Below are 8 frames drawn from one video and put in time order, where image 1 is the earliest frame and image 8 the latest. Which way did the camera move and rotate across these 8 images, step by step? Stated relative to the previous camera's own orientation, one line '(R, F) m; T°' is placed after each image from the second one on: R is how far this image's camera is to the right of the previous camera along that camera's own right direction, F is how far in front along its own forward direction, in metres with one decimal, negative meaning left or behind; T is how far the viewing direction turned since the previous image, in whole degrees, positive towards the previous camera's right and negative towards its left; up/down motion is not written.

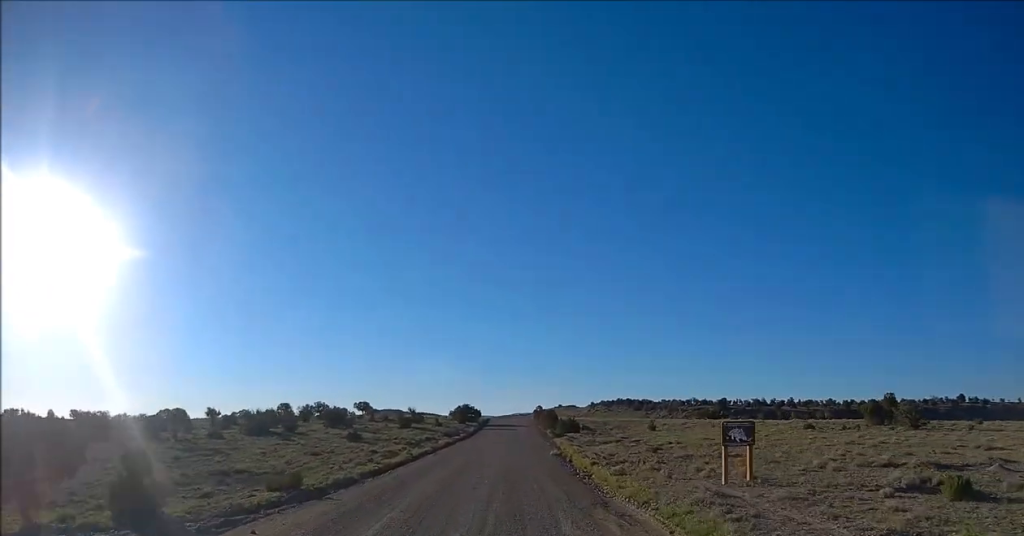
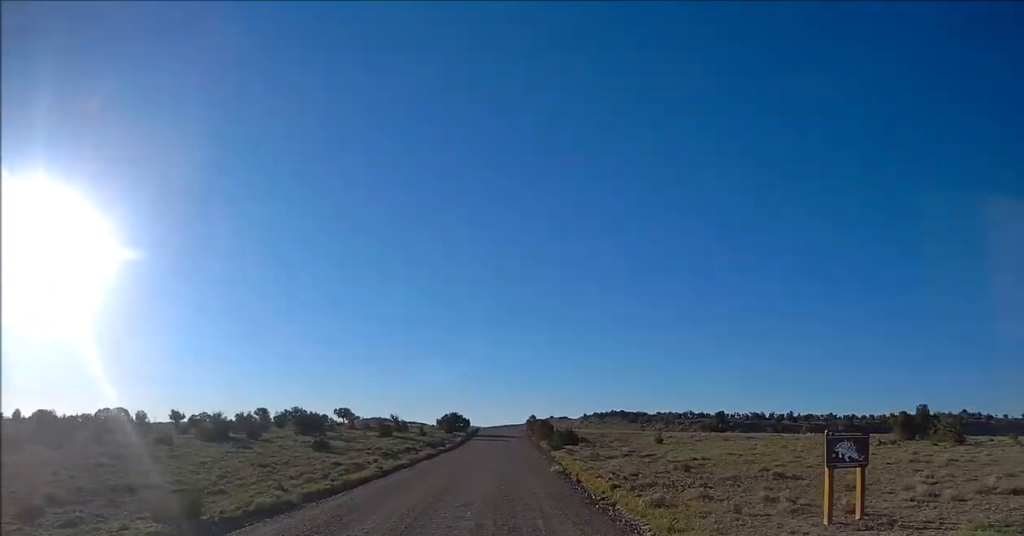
(-0.2, +7.5) m; 0°
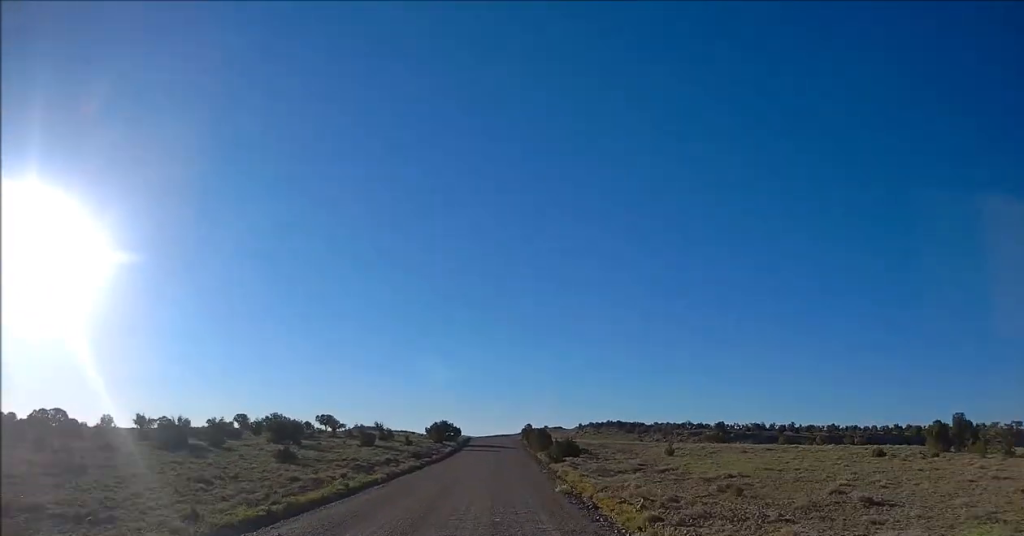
(-0.1, +6.7) m; 0°
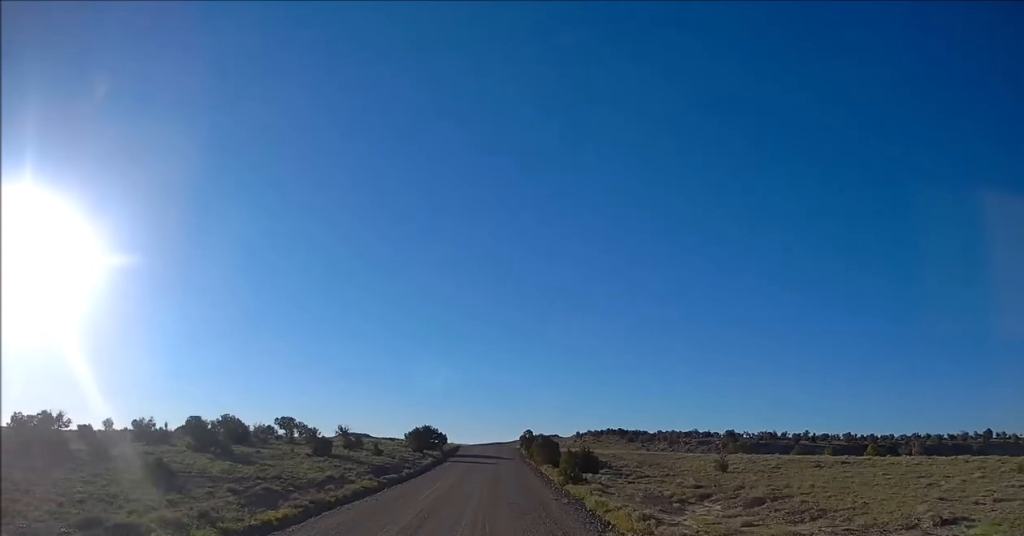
(+0.4, +16.8) m; +2°
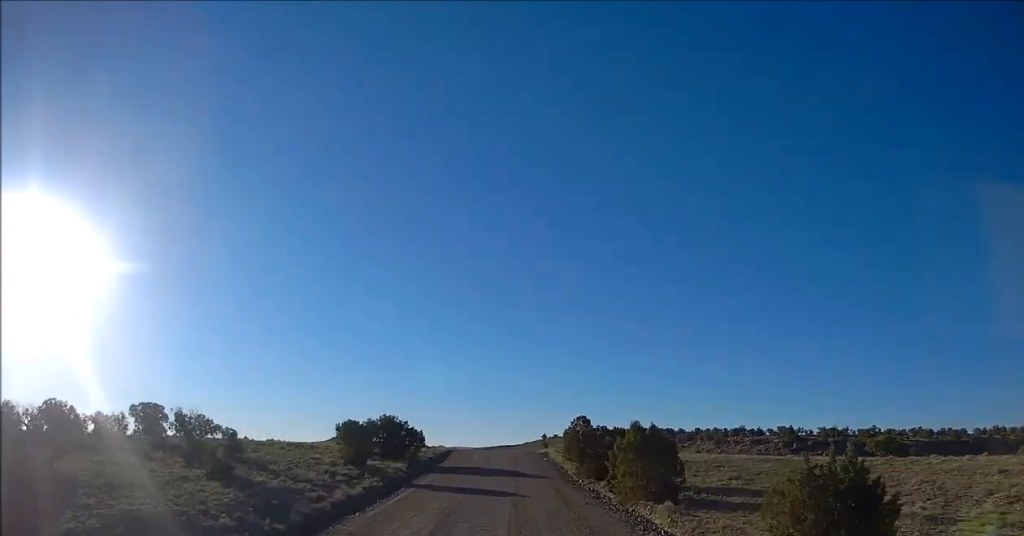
(+0.1, +36.2) m; 0°
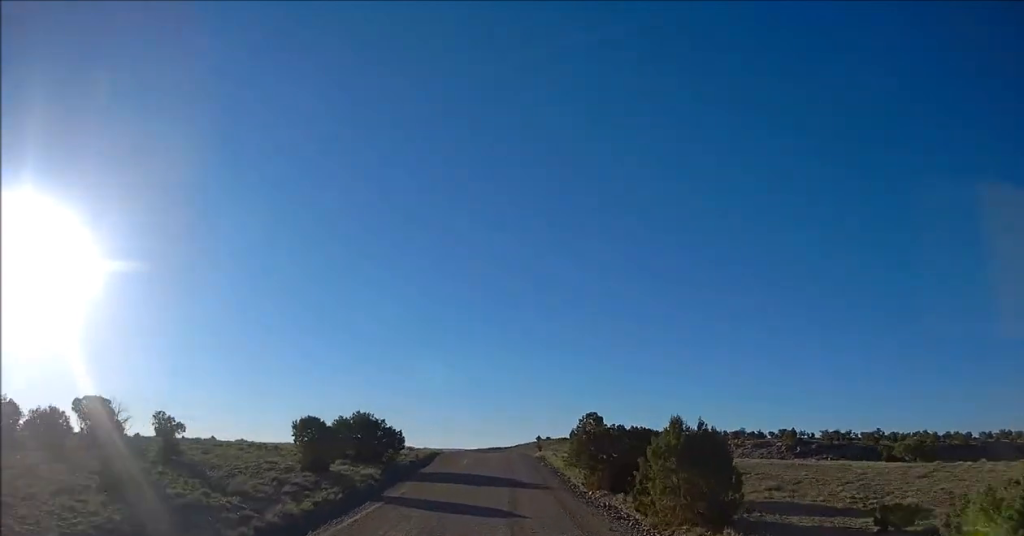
(0.0, +6.5) m; 0°
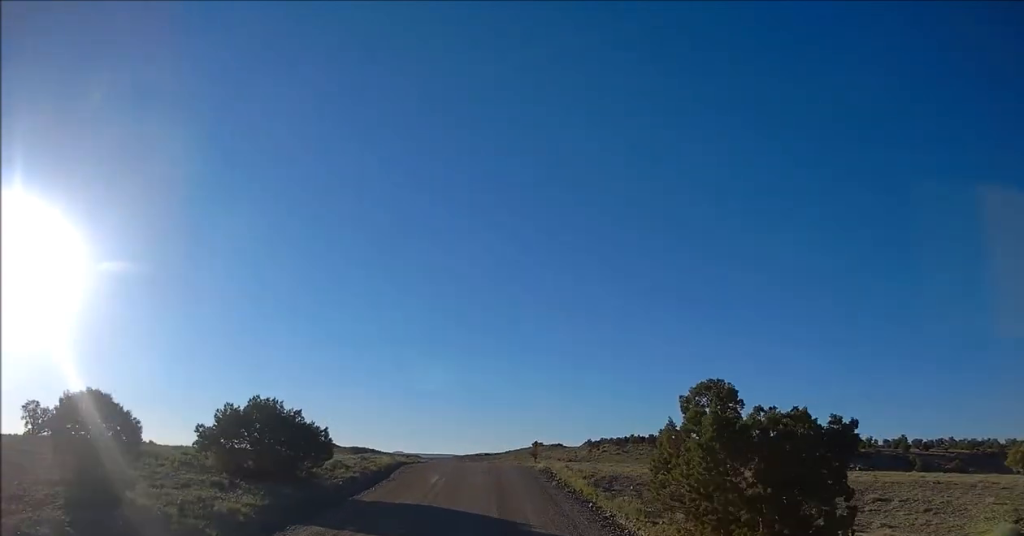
(+0.4, +17.0) m; +1°
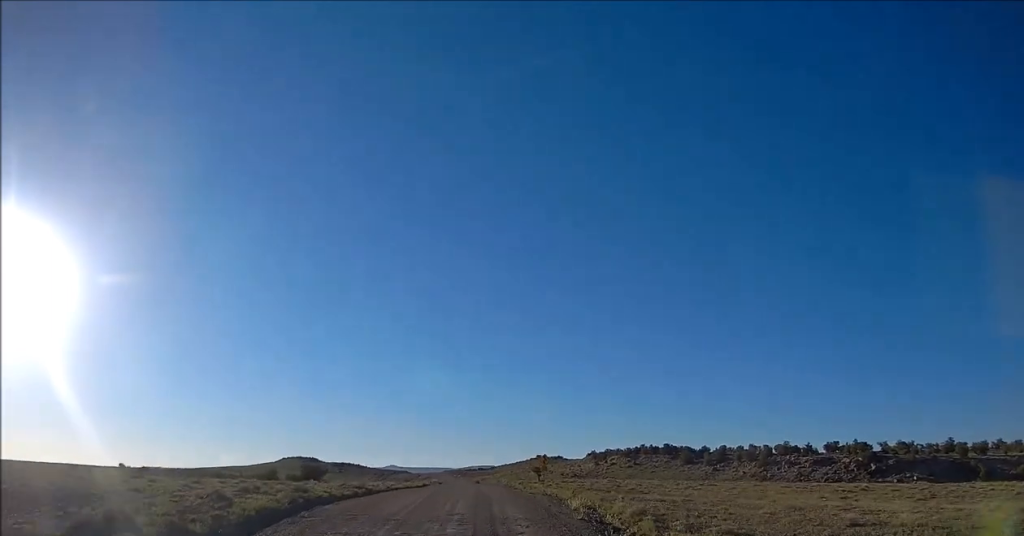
(-0.1, +20.6) m; 0°
